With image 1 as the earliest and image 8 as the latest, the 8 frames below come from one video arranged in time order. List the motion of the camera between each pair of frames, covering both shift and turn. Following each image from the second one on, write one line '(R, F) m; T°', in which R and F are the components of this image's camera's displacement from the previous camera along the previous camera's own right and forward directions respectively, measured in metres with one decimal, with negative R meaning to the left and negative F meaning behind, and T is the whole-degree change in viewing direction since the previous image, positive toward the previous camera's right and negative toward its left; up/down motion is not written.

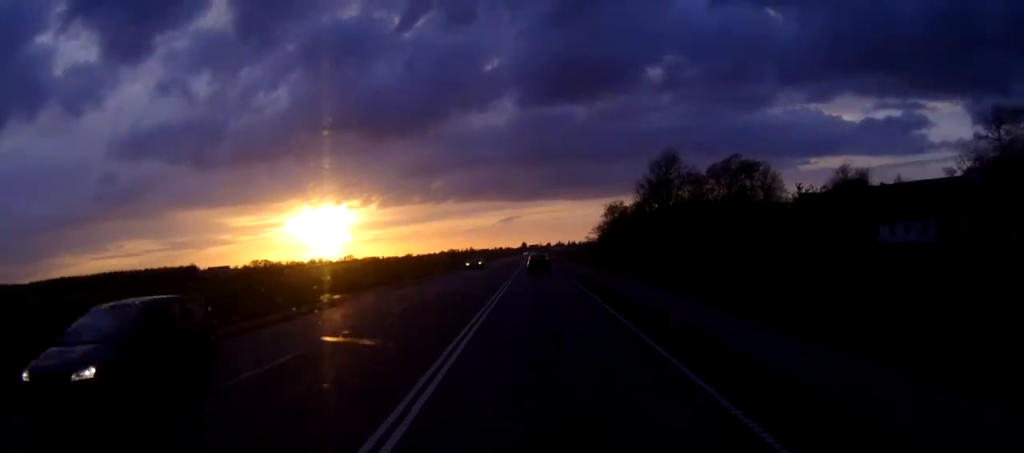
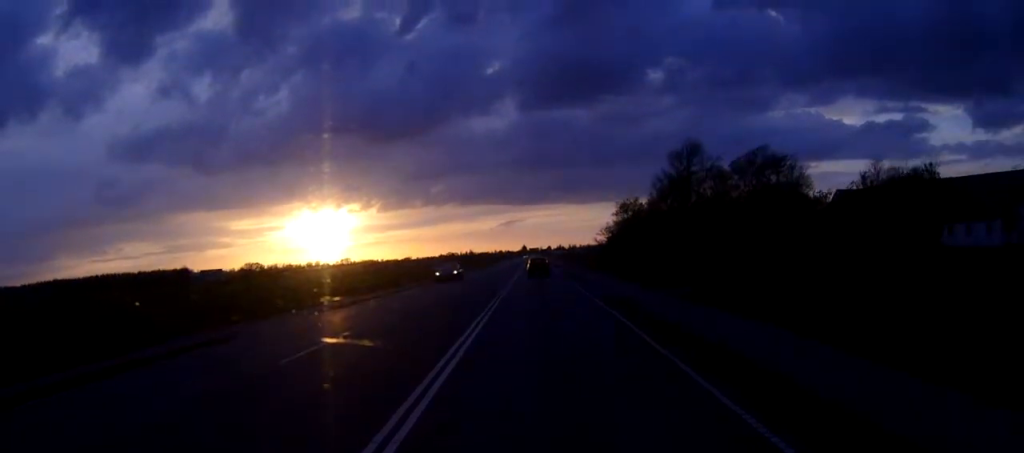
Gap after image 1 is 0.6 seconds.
(0.0, +11.7) m; 0°
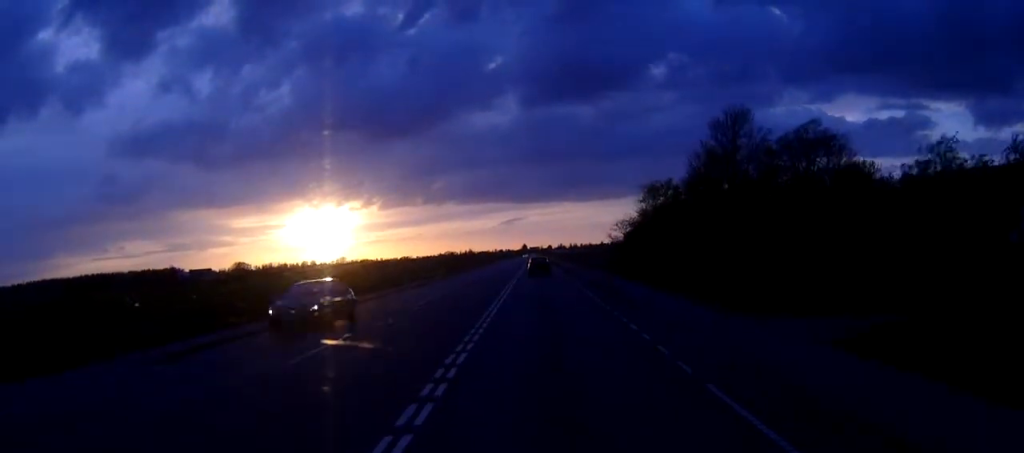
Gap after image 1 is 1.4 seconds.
(0.0, +16.6) m; 0°
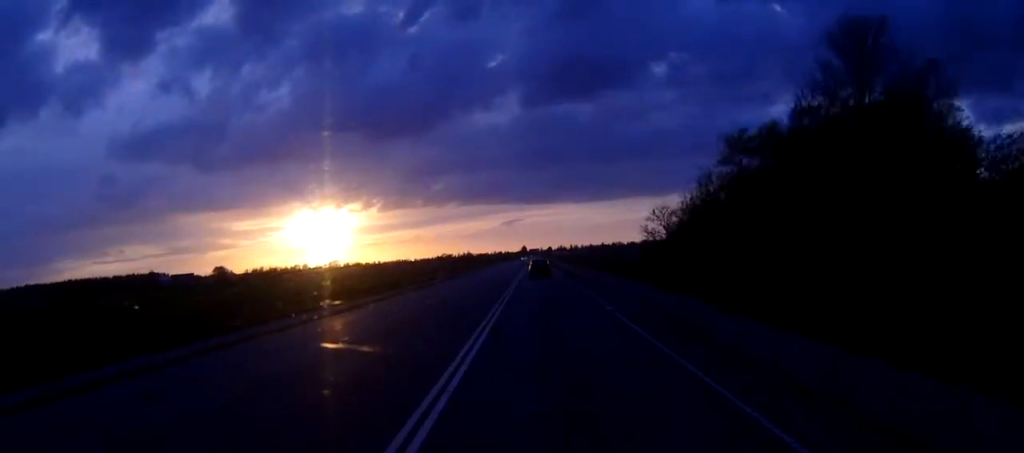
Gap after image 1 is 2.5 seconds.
(0.0, +24.4) m; 0°
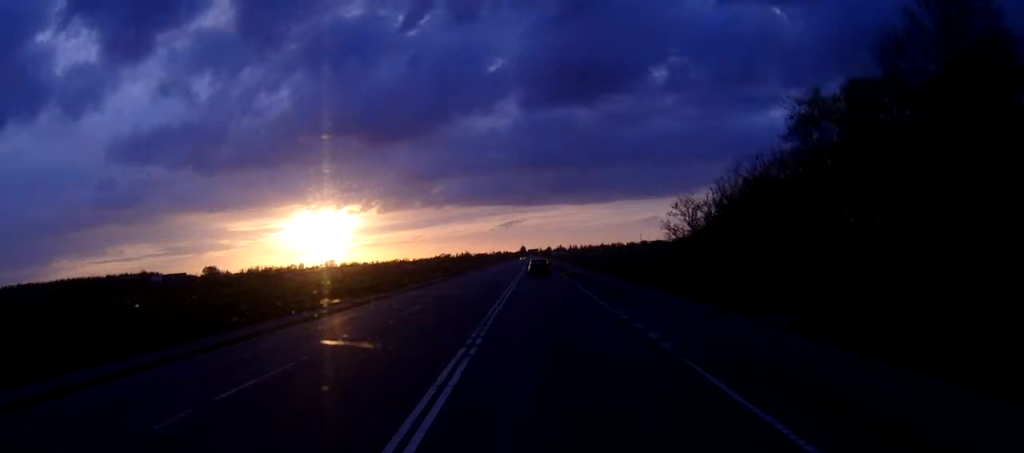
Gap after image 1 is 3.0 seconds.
(0.0, +9.1) m; 0°
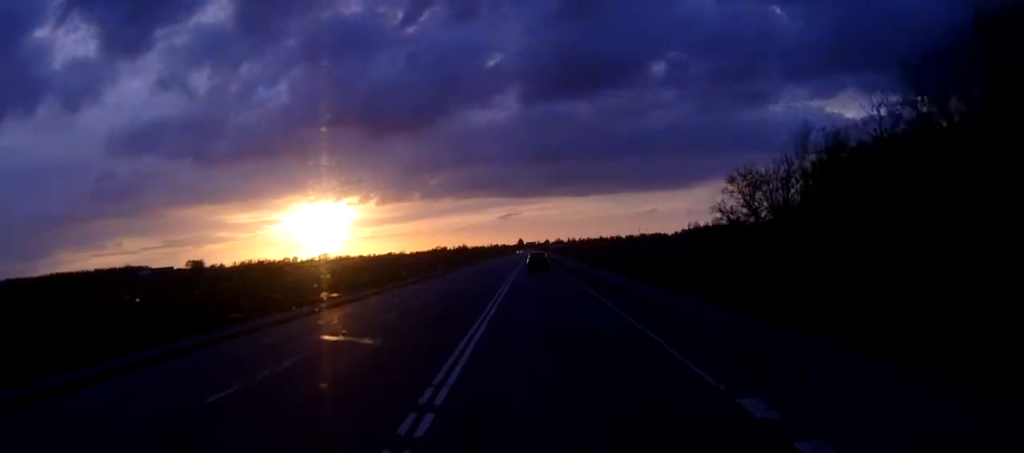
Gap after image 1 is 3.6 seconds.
(0.0, +13.3) m; 0°
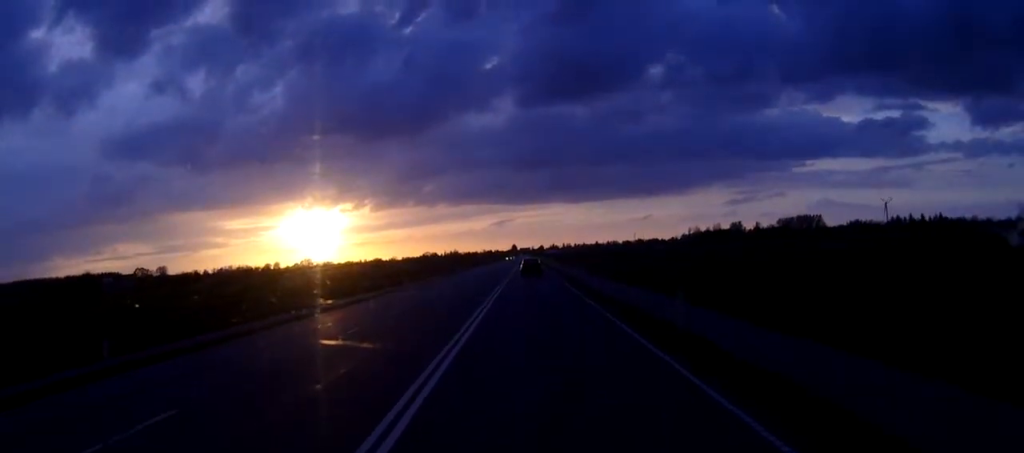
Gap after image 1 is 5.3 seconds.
(+0.1, +34.9) m; 0°
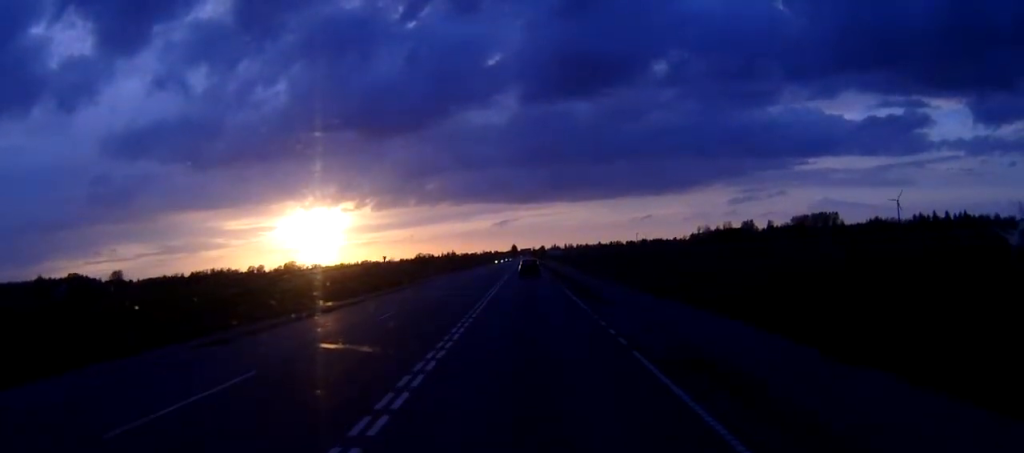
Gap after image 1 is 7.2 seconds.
(+0.2, +40.9) m; 0°
